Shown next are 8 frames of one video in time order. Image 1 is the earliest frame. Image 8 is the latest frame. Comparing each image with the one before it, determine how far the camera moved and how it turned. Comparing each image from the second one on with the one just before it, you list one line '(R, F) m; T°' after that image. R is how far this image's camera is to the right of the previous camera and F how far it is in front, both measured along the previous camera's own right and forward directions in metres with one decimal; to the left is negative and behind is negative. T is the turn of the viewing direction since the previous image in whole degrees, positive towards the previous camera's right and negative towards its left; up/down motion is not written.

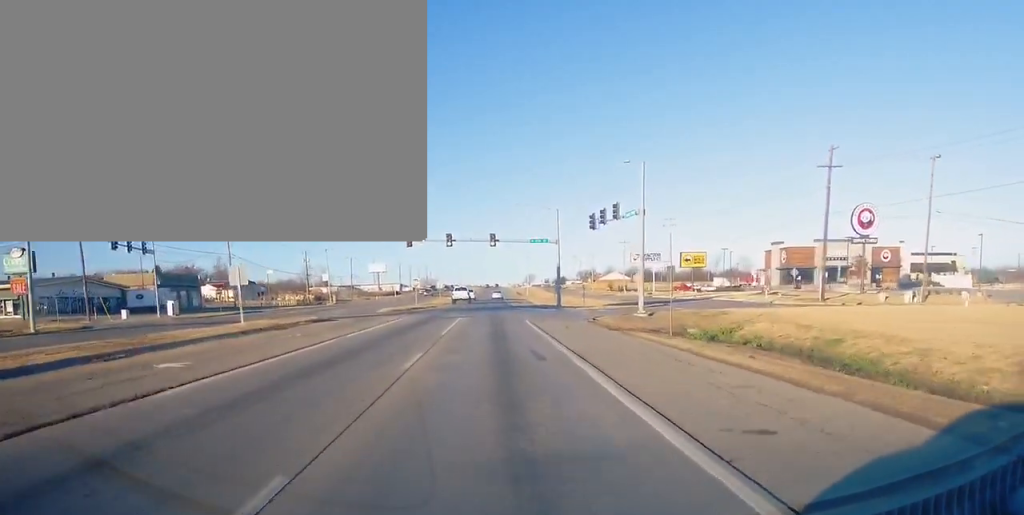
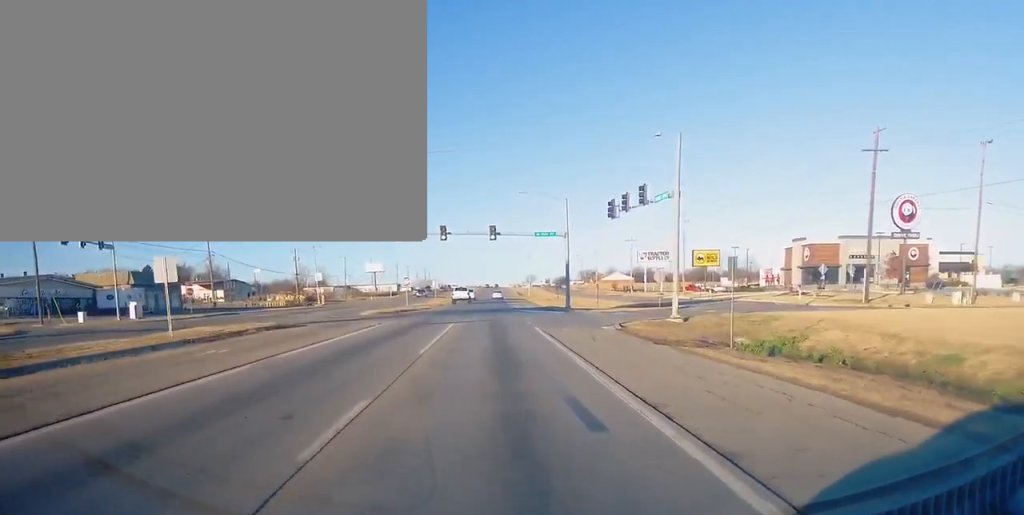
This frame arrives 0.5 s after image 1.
(0.0, +8.9) m; 0°
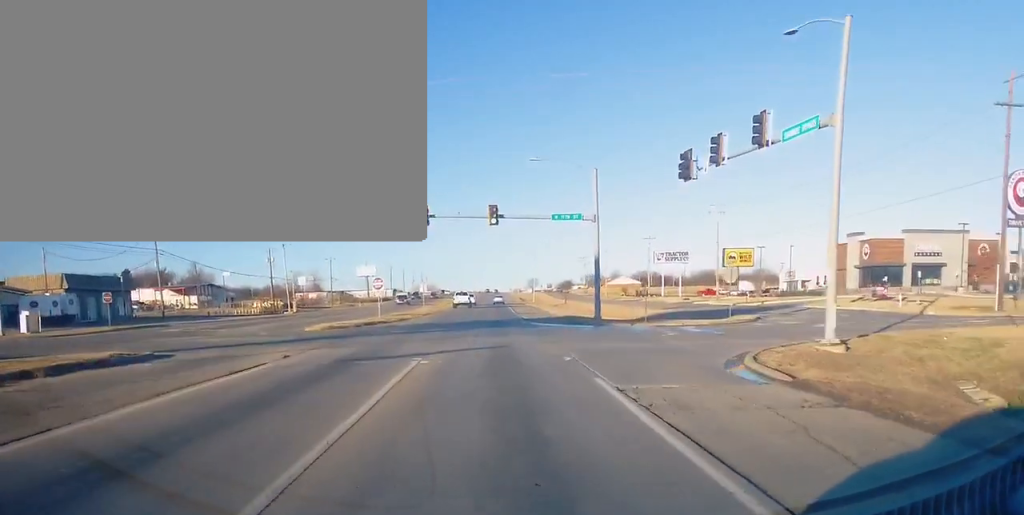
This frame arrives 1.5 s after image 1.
(0.0, +18.5) m; -2°
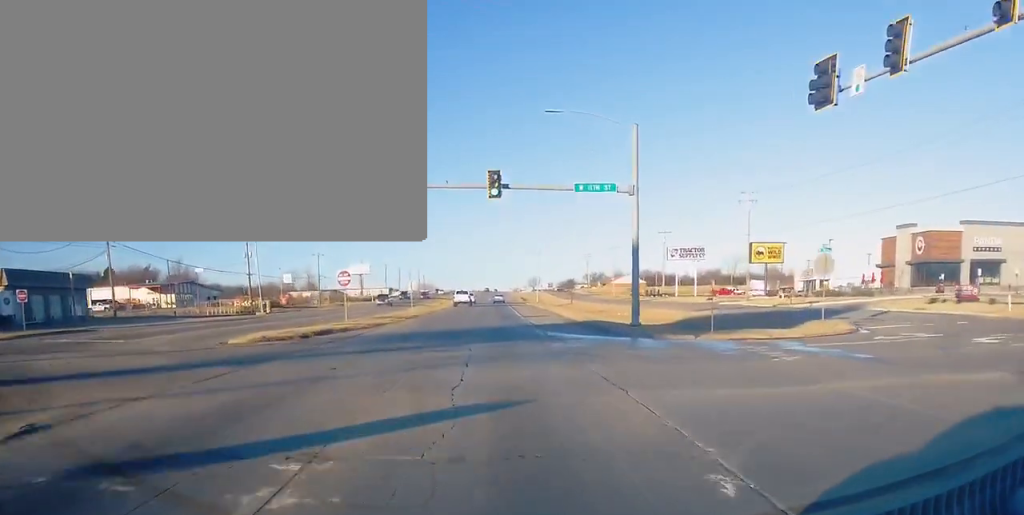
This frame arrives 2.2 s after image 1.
(-0.4, +12.8) m; 0°
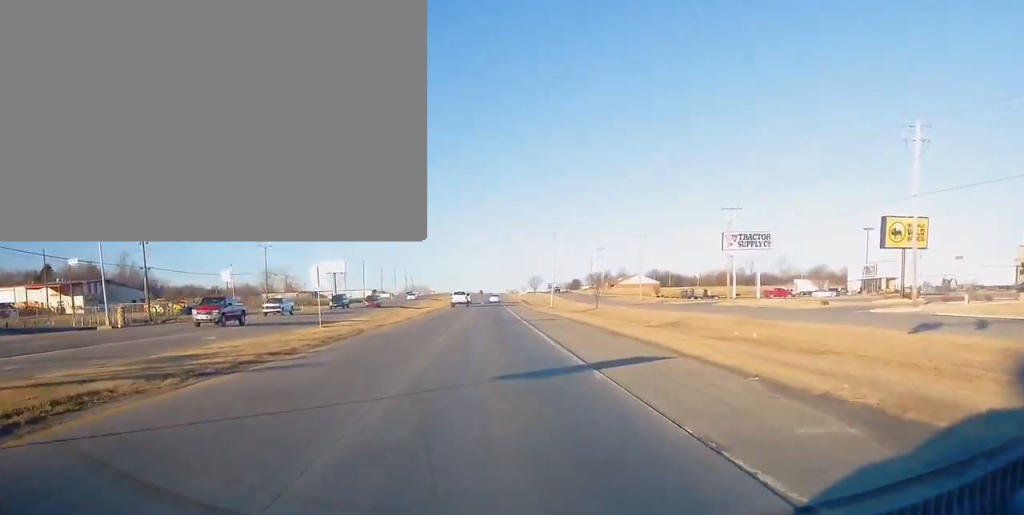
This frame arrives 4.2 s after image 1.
(+0.8, +38.9) m; +2°
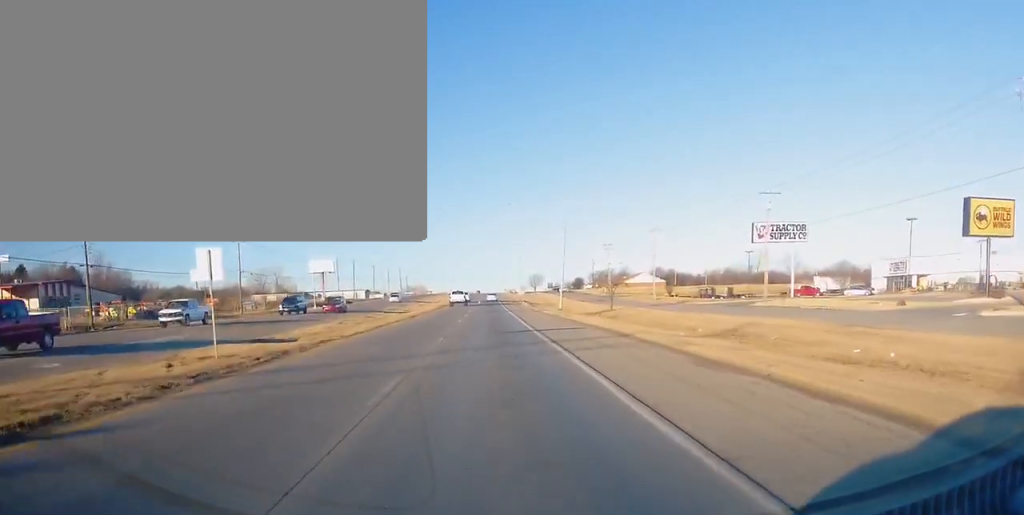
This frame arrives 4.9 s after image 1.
(0.0, +14.0) m; +1°
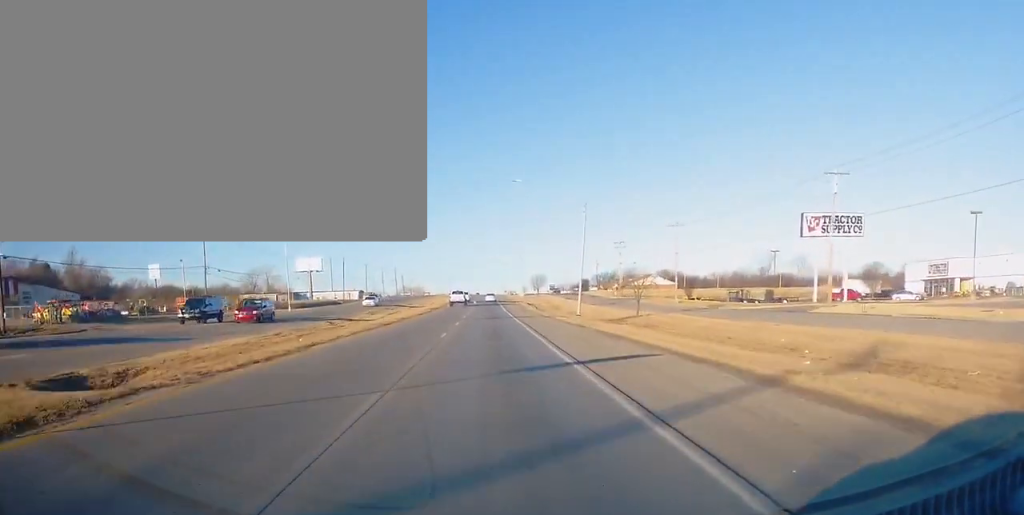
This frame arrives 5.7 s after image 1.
(+0.1, +16.0) m; 0°
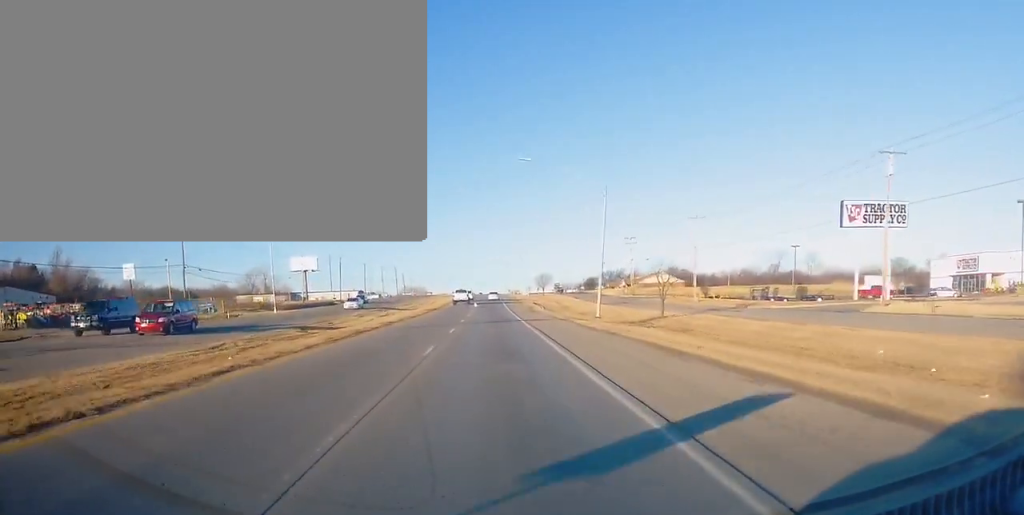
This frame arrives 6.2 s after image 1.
(+0.3, +9.2) m; -1°
